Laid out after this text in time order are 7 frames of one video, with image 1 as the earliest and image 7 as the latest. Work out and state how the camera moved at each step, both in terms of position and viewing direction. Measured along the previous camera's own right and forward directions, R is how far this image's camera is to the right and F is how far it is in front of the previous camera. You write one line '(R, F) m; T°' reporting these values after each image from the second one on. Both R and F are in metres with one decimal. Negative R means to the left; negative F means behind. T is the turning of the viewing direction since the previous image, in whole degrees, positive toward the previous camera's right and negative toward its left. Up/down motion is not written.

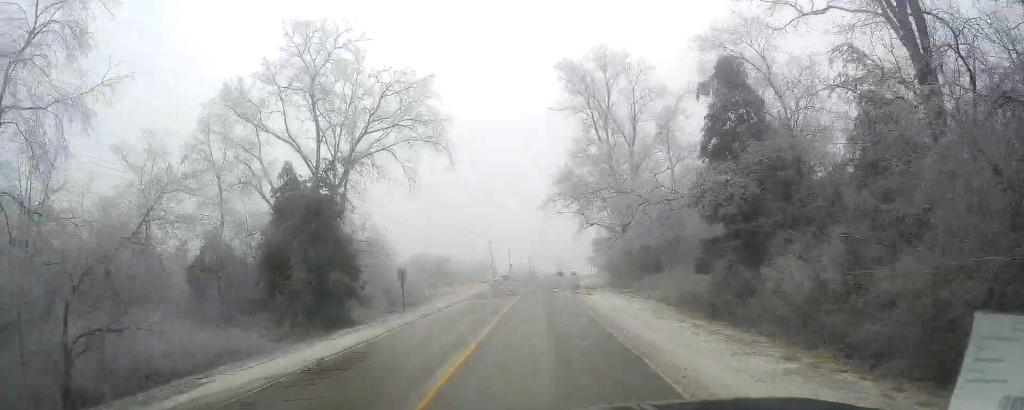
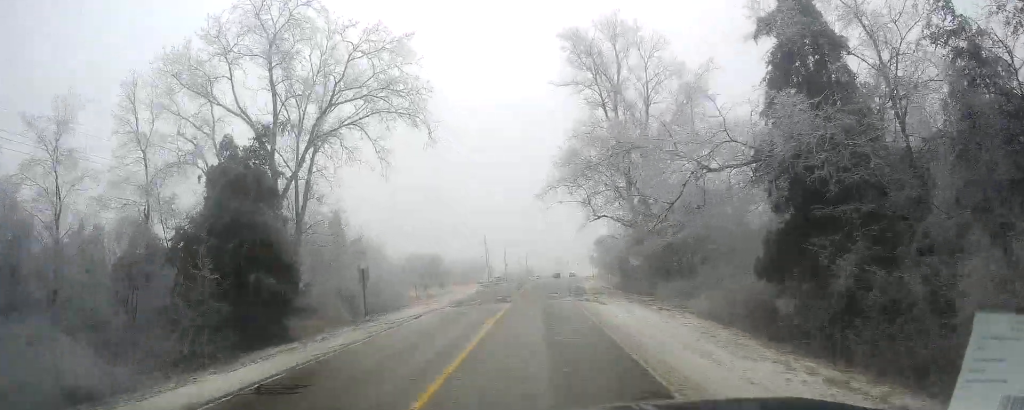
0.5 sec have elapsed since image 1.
(+0.3, +8.2) m; -1°
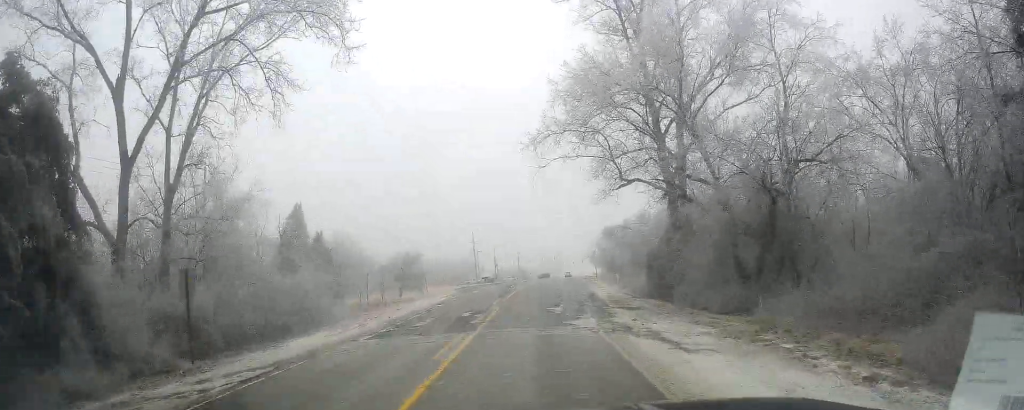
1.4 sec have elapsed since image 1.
(-0.8, +16.2) m; 0°
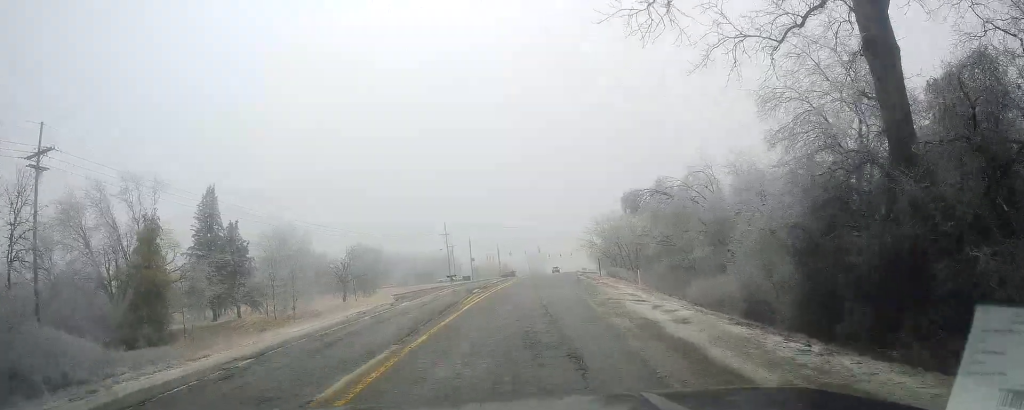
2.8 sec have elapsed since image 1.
(+1.5, +23.7) m; +6°
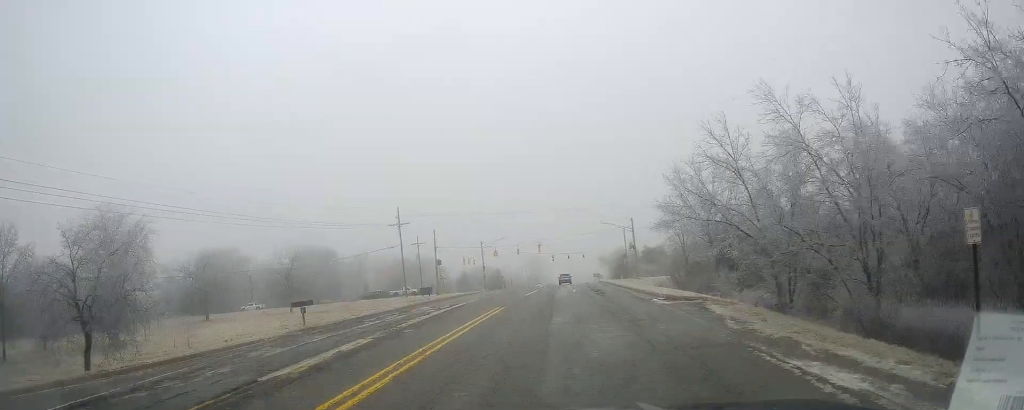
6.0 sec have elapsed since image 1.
(-0.7, +53.4) m; 0°
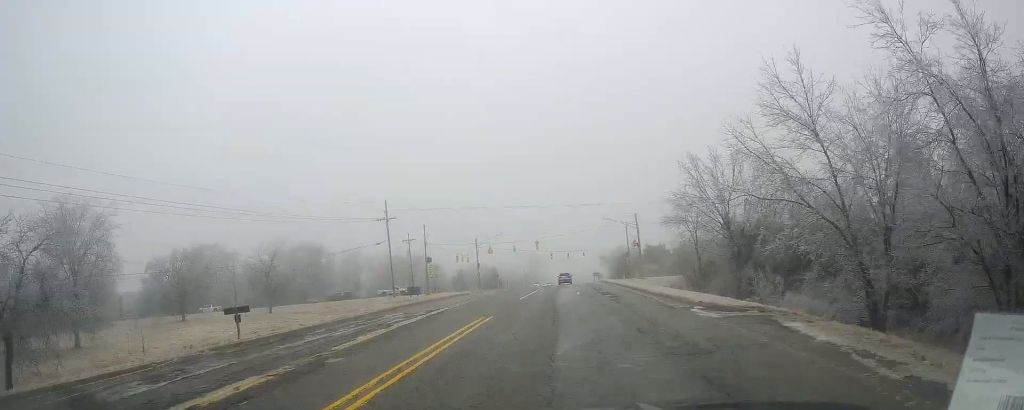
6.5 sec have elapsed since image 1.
(-0.2, +7.5) m; +1°
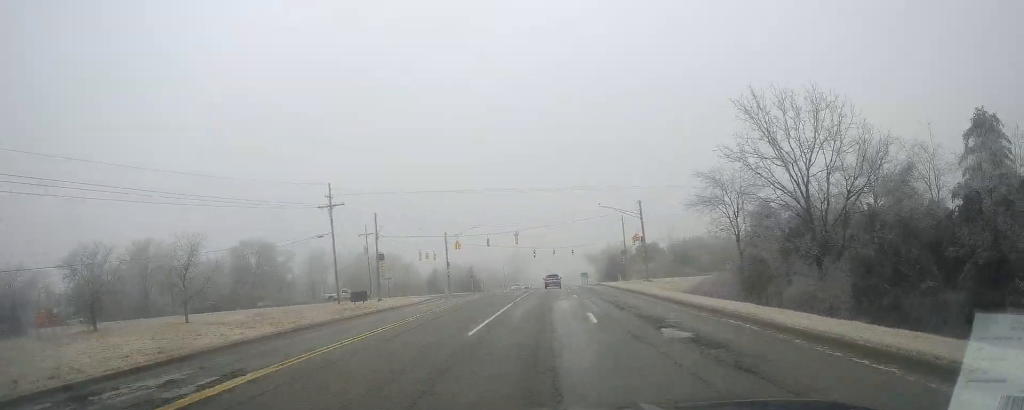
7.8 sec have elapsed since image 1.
(+0.5, +20.7) m; +1°
